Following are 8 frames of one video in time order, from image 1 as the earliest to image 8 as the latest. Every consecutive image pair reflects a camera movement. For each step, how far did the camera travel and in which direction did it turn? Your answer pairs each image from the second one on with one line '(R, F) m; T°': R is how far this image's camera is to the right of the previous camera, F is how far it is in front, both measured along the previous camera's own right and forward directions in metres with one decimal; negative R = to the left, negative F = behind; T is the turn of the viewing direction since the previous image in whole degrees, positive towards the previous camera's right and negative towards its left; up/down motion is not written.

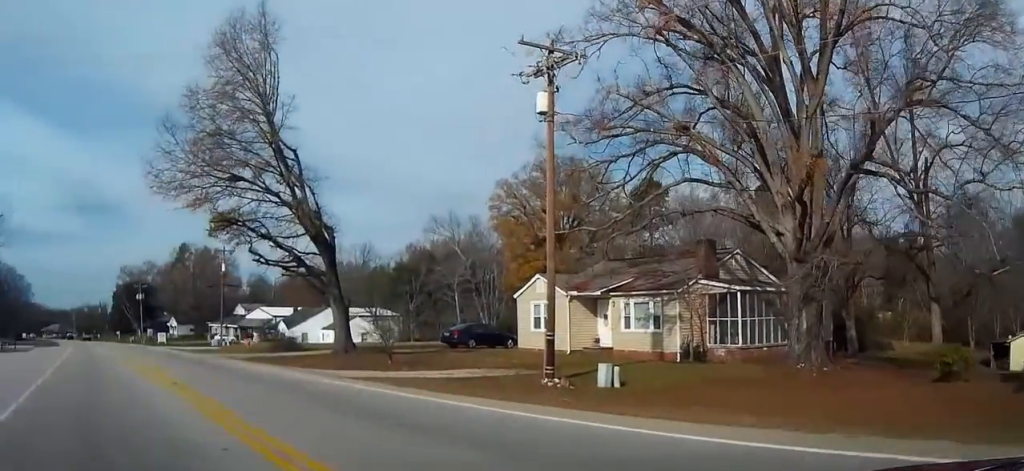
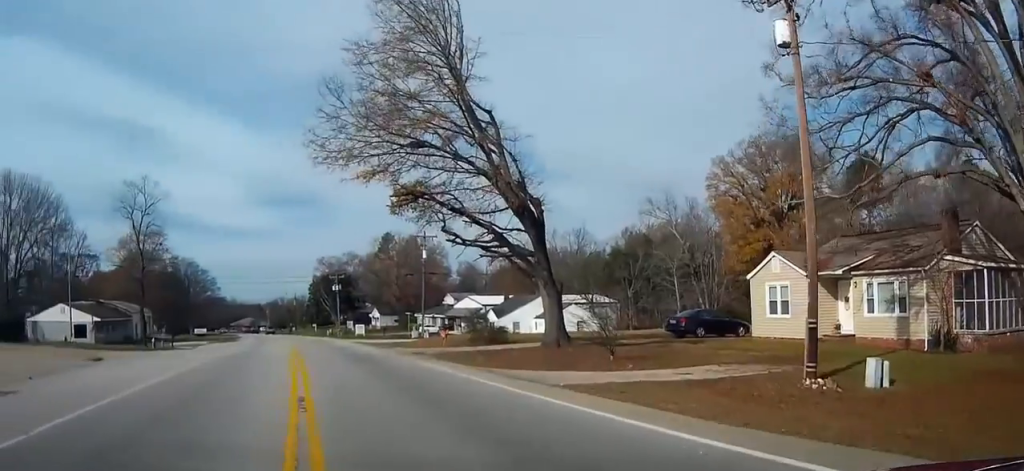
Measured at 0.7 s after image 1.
(-0.4, +3.8) m; -16°
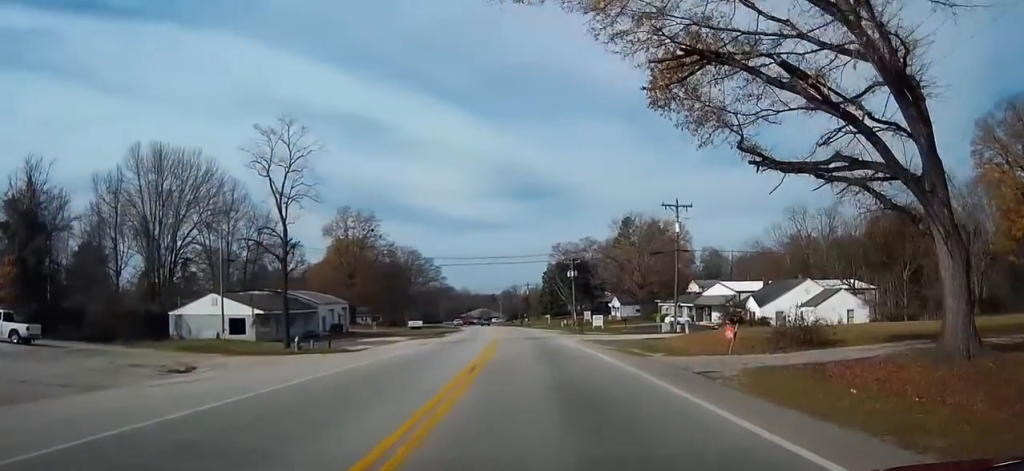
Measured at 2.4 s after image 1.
(-3.2, +11.6) m; -23°
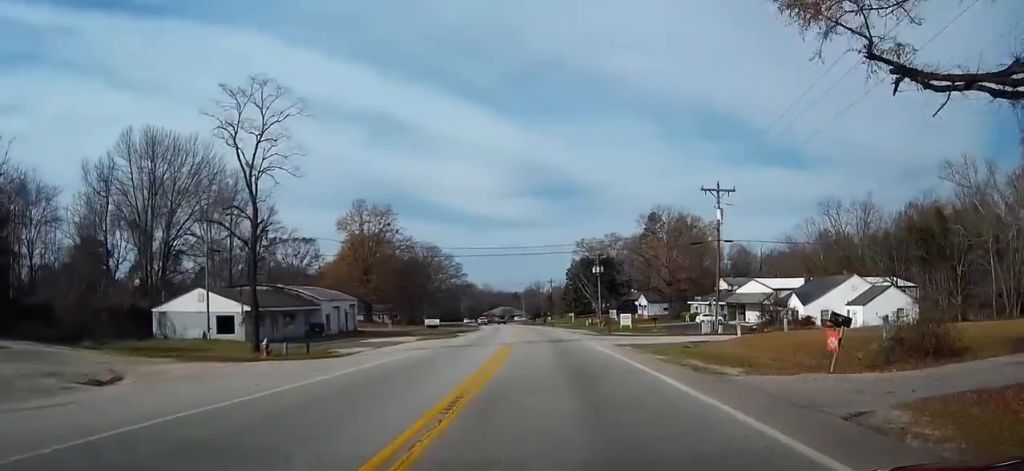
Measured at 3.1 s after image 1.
(-0.2, +6.3) m; -3°
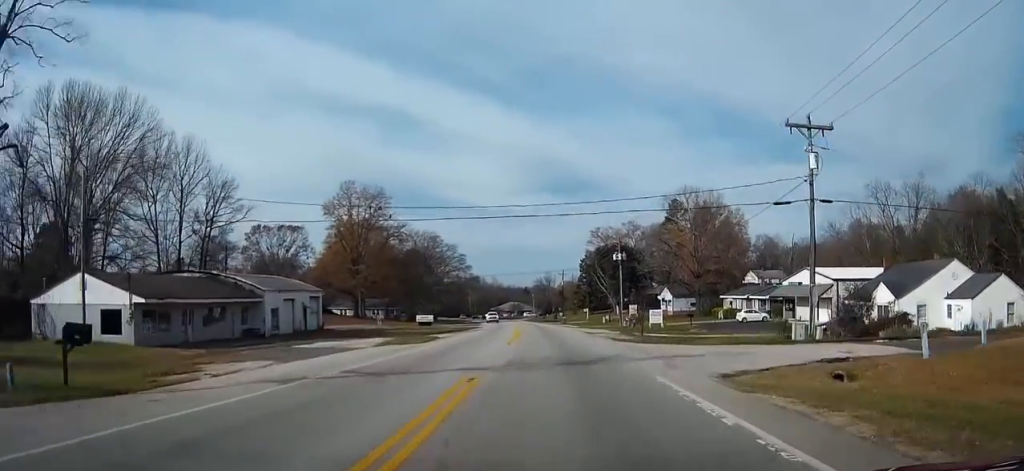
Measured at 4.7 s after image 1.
(-0.6, +16.2) m; -2°
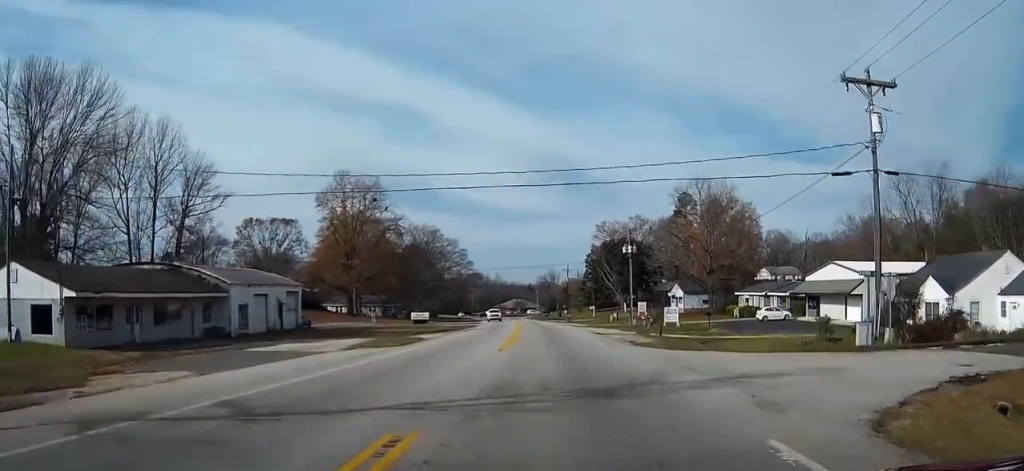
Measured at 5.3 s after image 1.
(0.0, +6.7) m; 0°
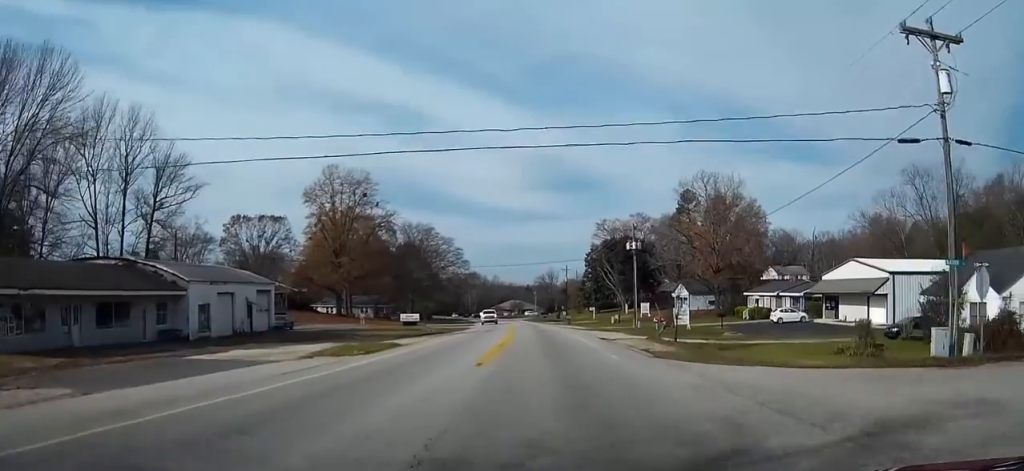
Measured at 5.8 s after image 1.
(0.0, +5.9) m; 0°
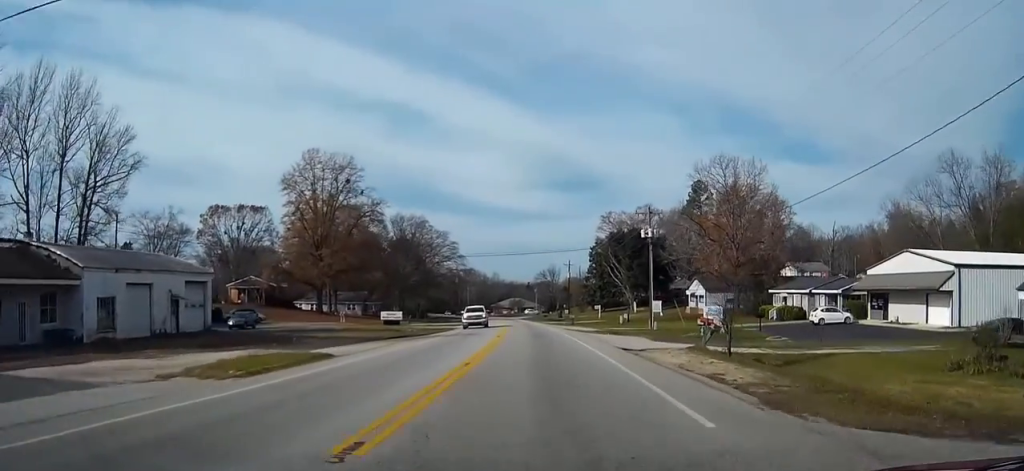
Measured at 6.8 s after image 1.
(0.0, +11.4) m; 0°
